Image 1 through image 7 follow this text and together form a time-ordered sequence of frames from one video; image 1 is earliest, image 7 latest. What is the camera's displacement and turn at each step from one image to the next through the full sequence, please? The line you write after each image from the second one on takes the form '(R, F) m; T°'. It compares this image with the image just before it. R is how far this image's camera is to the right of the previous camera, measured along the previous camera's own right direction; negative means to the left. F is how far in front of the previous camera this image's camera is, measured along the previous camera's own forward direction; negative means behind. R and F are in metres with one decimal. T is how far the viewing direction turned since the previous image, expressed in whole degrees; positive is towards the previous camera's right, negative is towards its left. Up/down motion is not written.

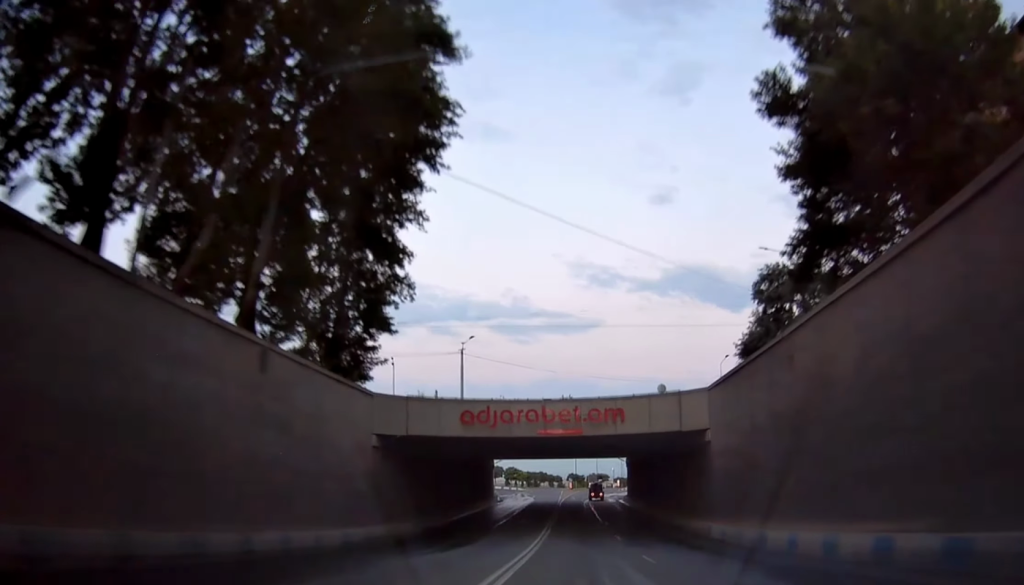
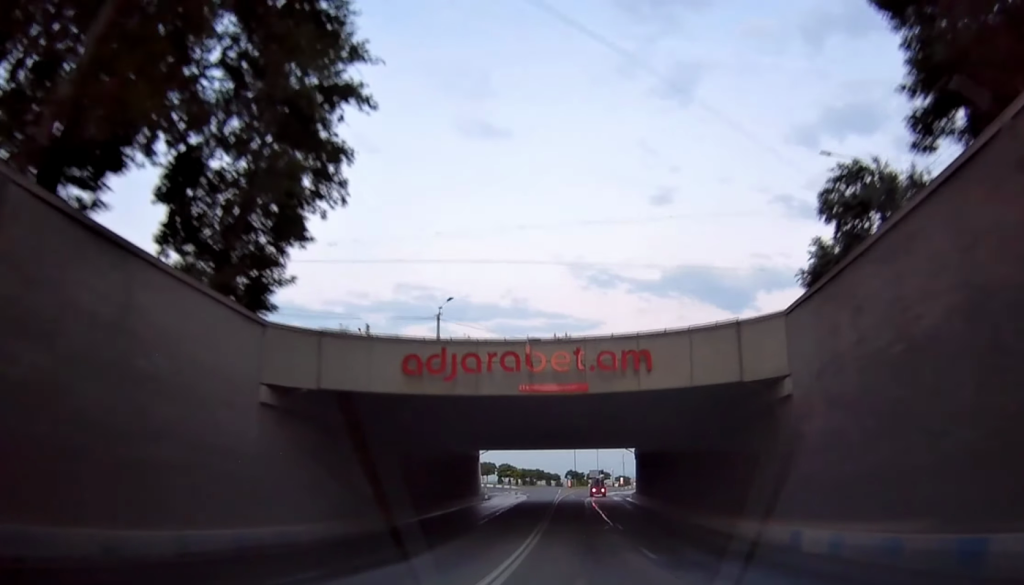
(+0.1, +12.0) m; 0°
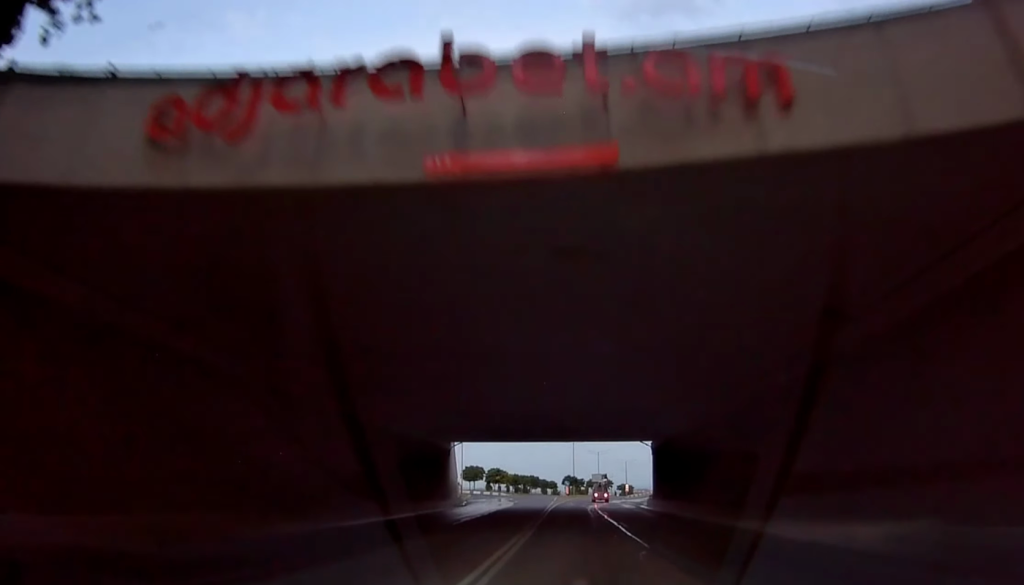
(-0.2, +15.5) m; 0°
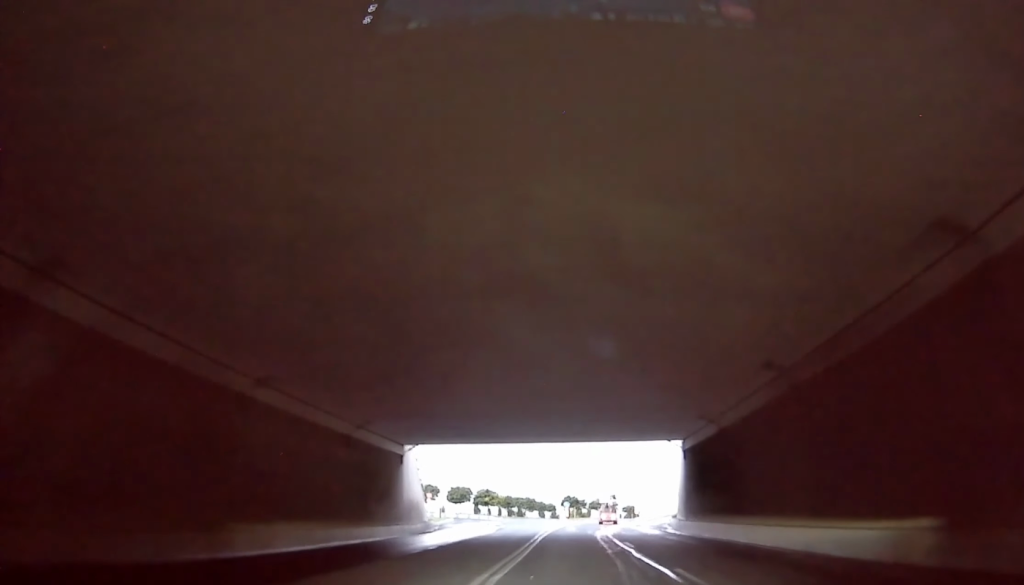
(+0.2, +15.8) m; 0°
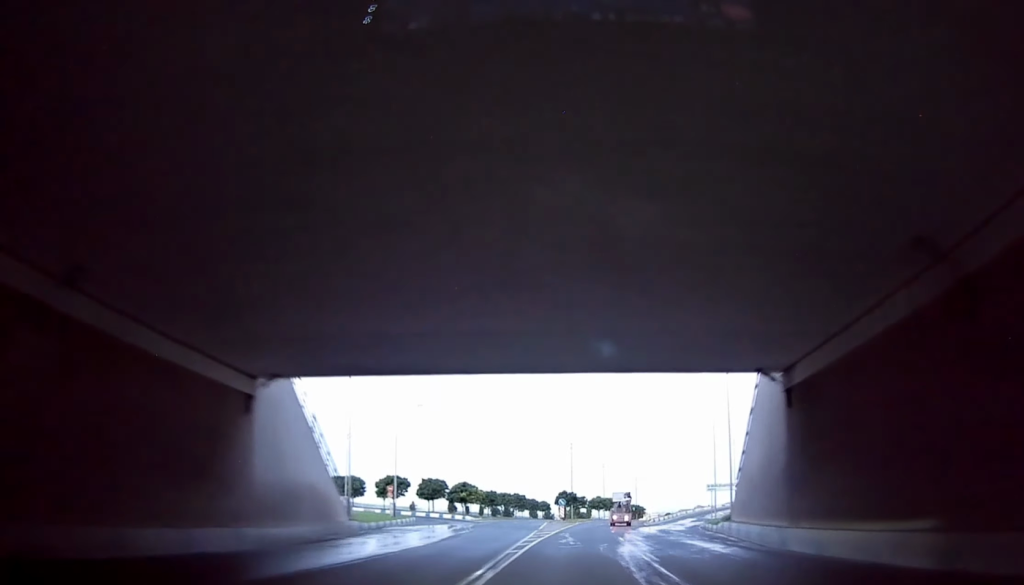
(-0.2, +18.8) m; -2°
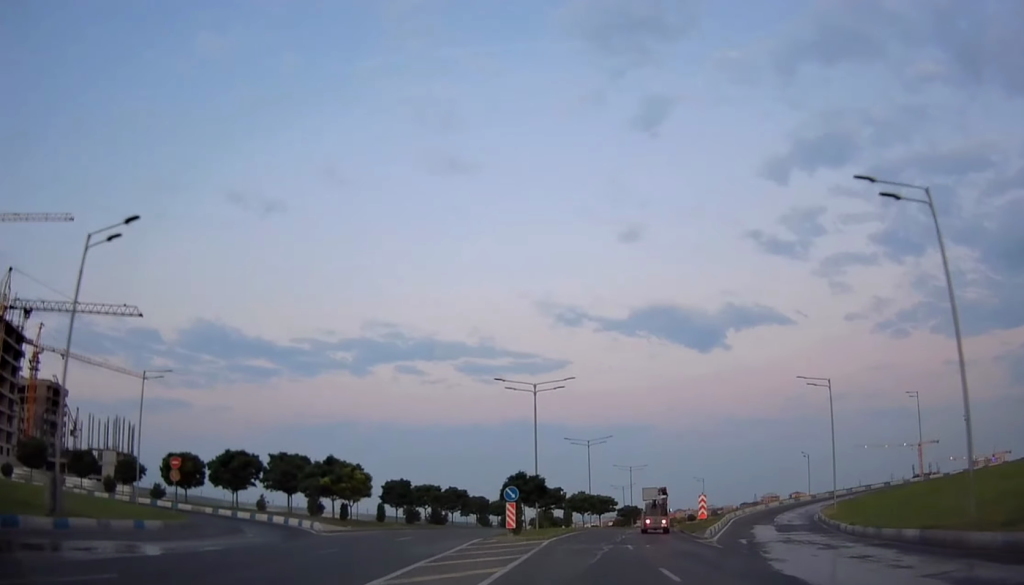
(+1.6, +39.0) m; +5°
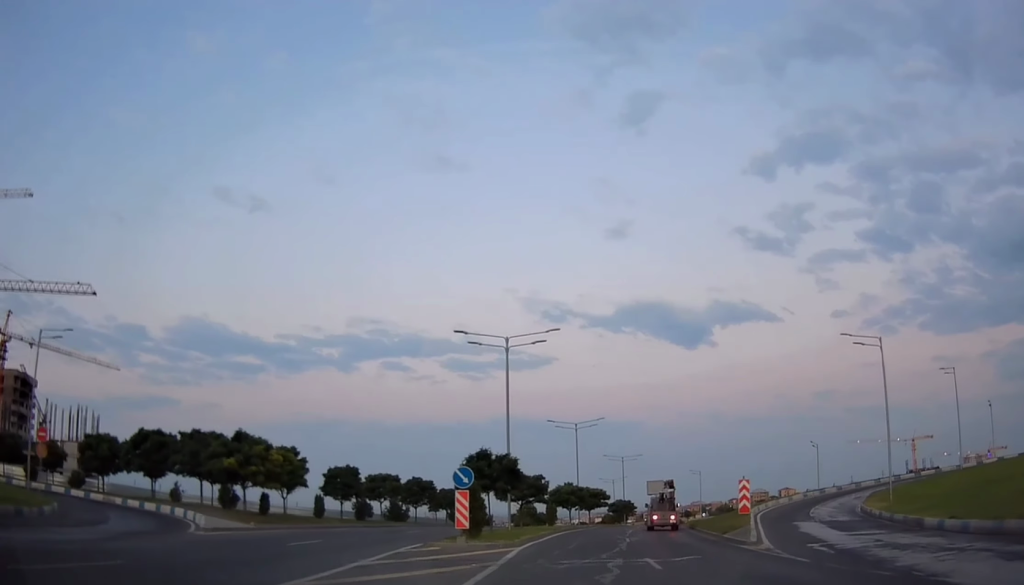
(-0.2, +10.6) m; +1°
